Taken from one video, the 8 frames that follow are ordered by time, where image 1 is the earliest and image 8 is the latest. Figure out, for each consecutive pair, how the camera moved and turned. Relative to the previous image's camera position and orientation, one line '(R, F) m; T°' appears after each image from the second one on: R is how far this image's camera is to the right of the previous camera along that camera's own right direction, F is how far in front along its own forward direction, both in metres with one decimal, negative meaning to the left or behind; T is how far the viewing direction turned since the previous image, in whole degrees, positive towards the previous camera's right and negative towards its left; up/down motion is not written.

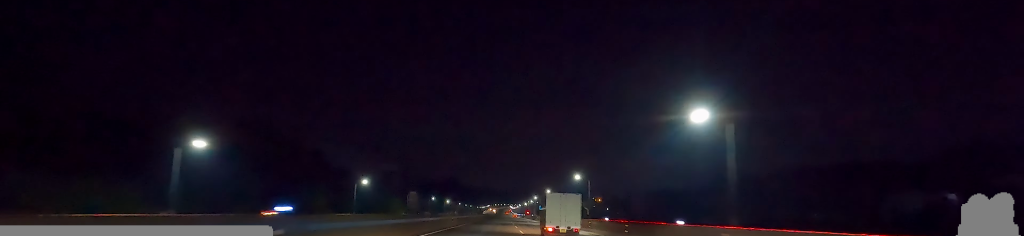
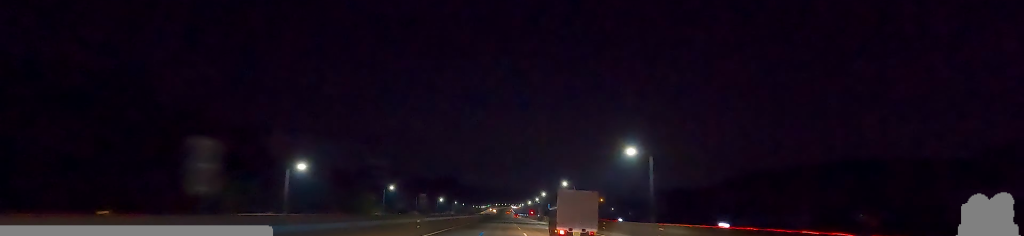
(0.0, +26.4) m; 0°
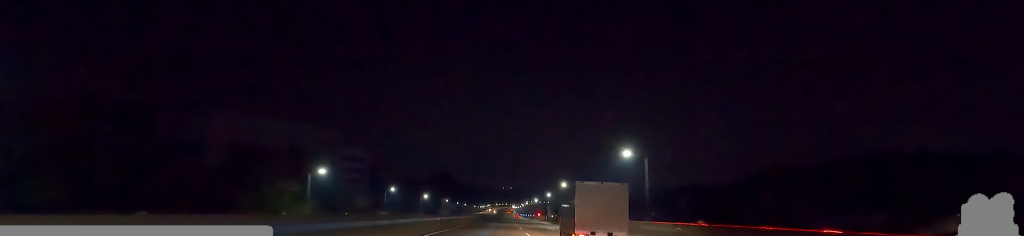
(0.0, +39.1) m; 0°
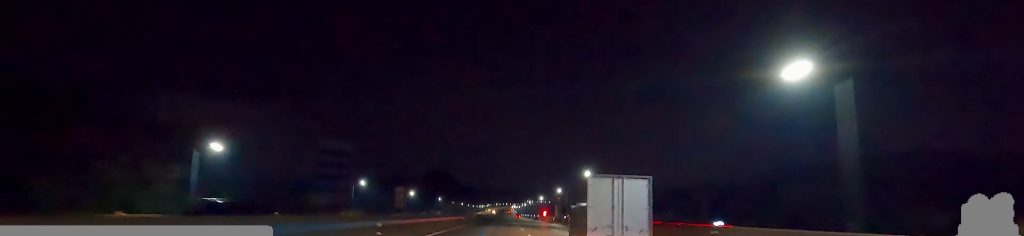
(0.0, +22.7) m; 0°
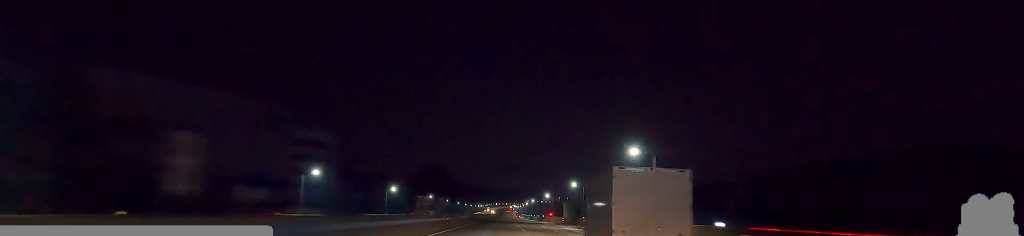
(0.0, +20.9) m; 0°
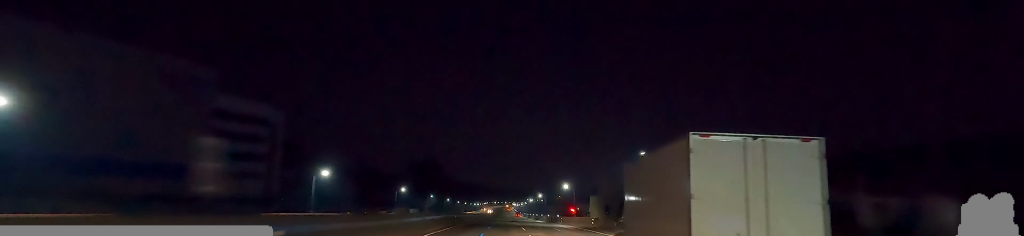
(0.0, +39.8) m; +2°
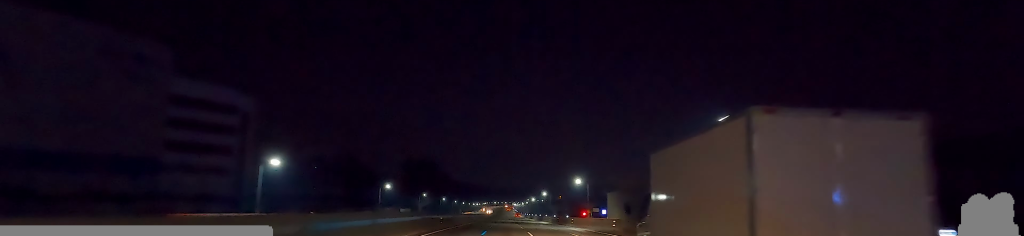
(+0.3, +14.4) m; +1°
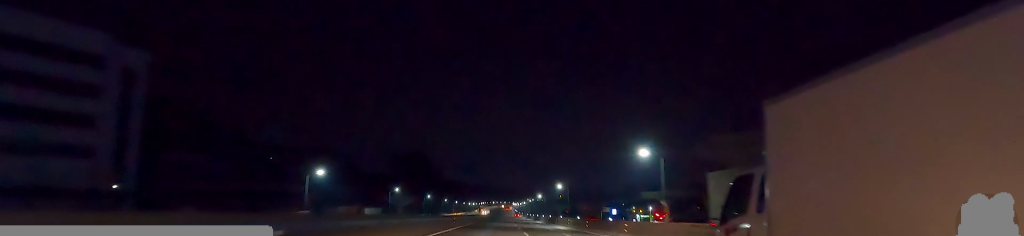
(+0.2, +35.0) m; -2°
